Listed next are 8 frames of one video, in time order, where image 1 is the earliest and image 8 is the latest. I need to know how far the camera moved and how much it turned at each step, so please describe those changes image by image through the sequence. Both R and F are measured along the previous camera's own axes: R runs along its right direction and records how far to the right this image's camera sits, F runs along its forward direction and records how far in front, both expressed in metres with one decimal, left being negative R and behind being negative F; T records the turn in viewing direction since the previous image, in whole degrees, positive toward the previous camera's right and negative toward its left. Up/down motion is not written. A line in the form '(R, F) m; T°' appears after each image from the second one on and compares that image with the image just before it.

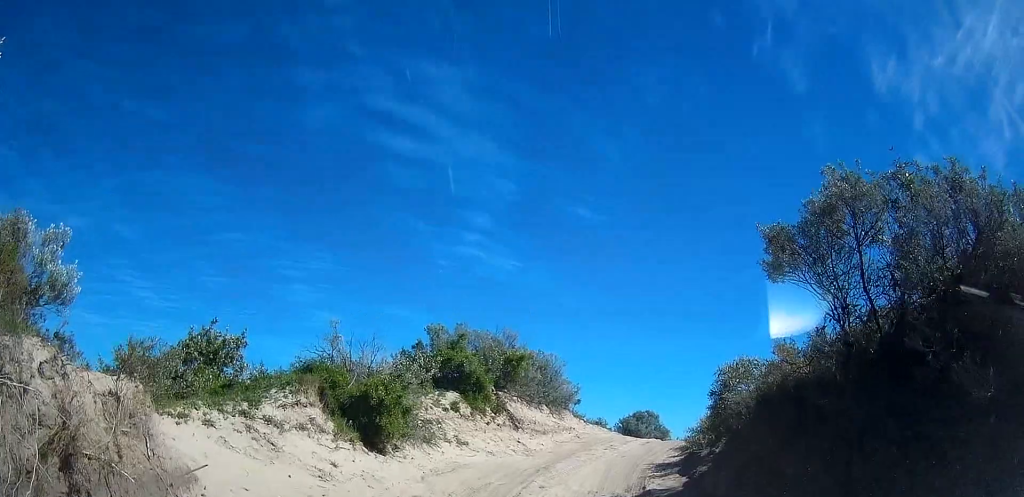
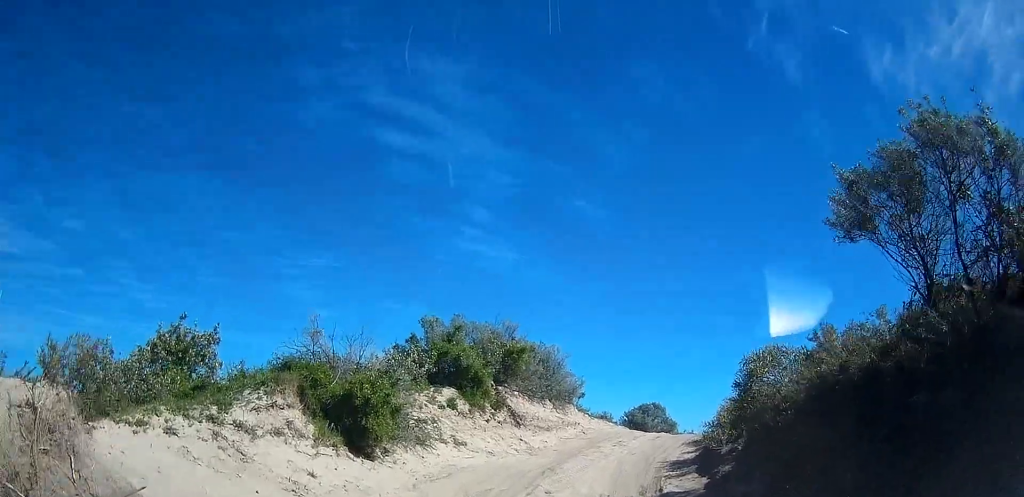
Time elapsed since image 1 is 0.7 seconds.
(0.0, +1.2) m; +9°
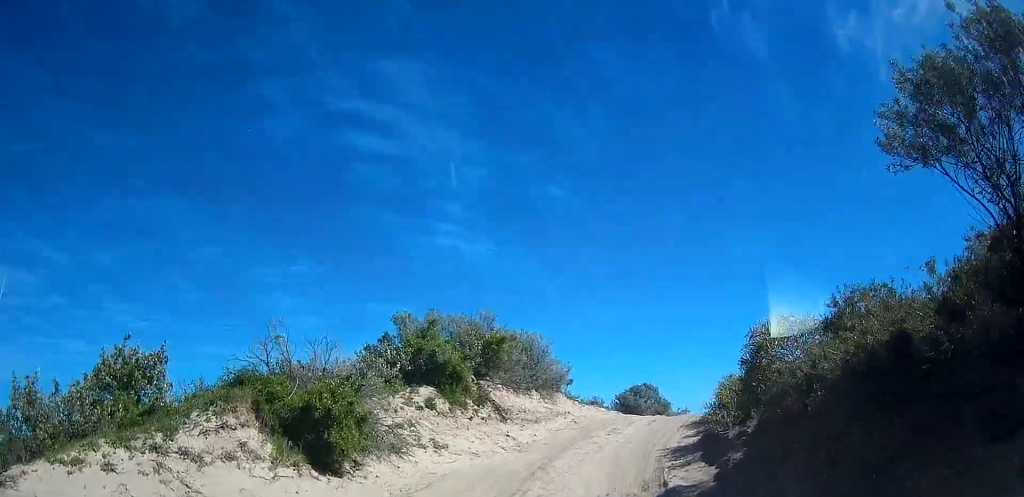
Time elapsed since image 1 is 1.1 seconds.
(0.0, +0.6) m; +2°
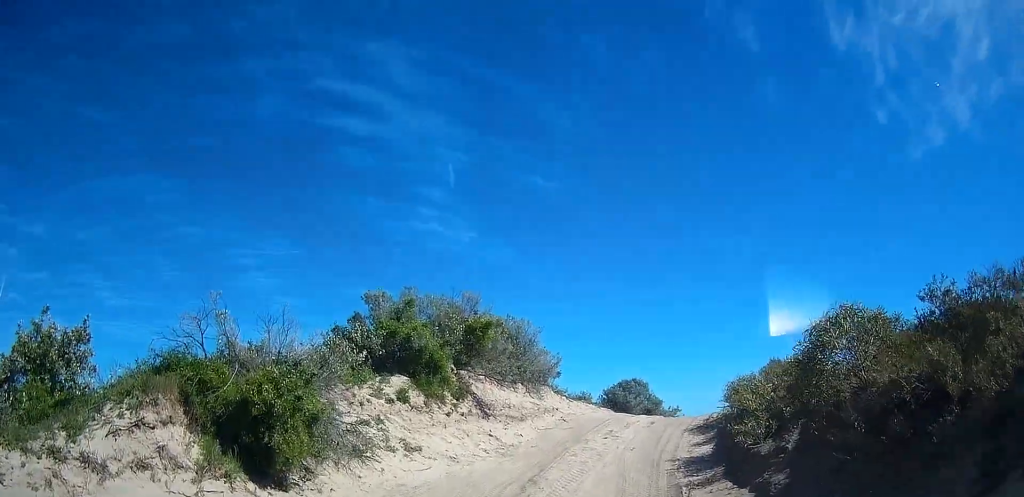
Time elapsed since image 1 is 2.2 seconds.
(+0.3, +1.4) m; -1°
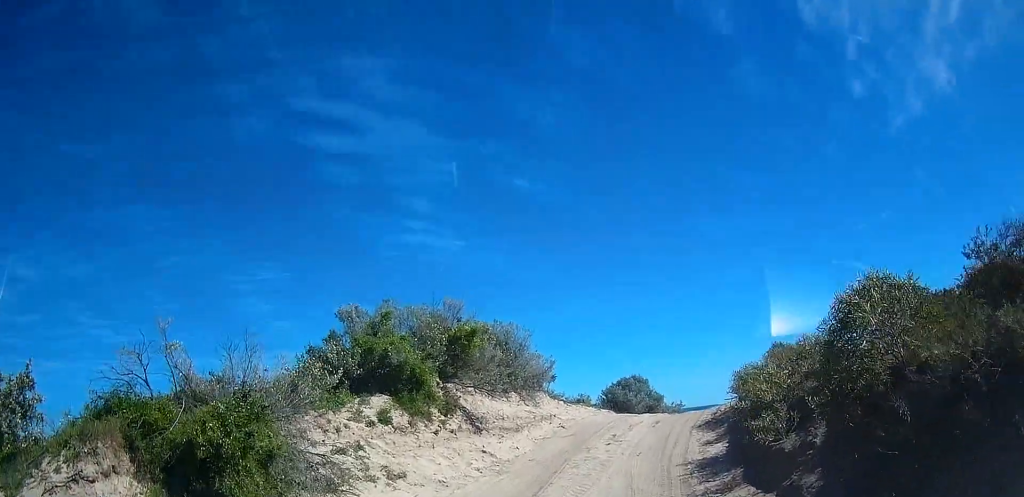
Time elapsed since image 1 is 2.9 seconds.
(+0.2, +0.9) m; -4°
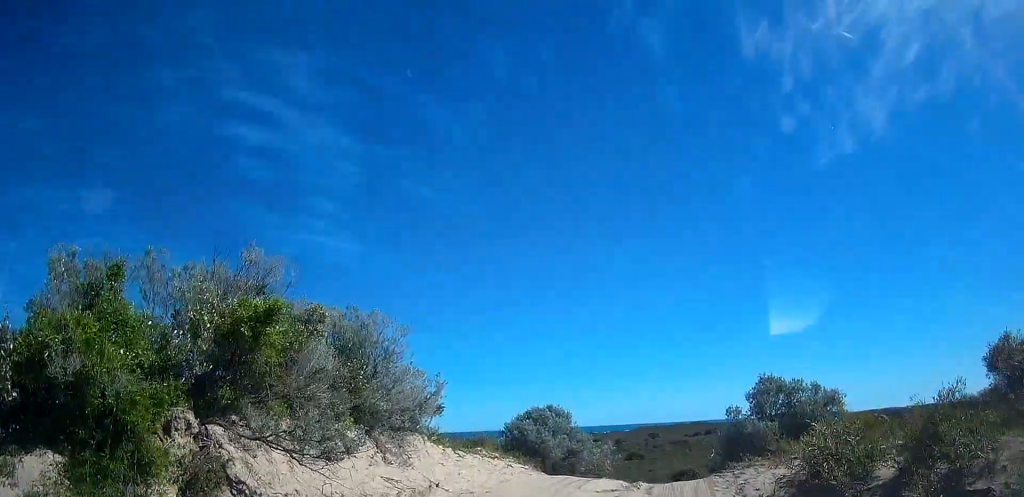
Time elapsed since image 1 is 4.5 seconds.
(+0.4, +4.9) m; +16°
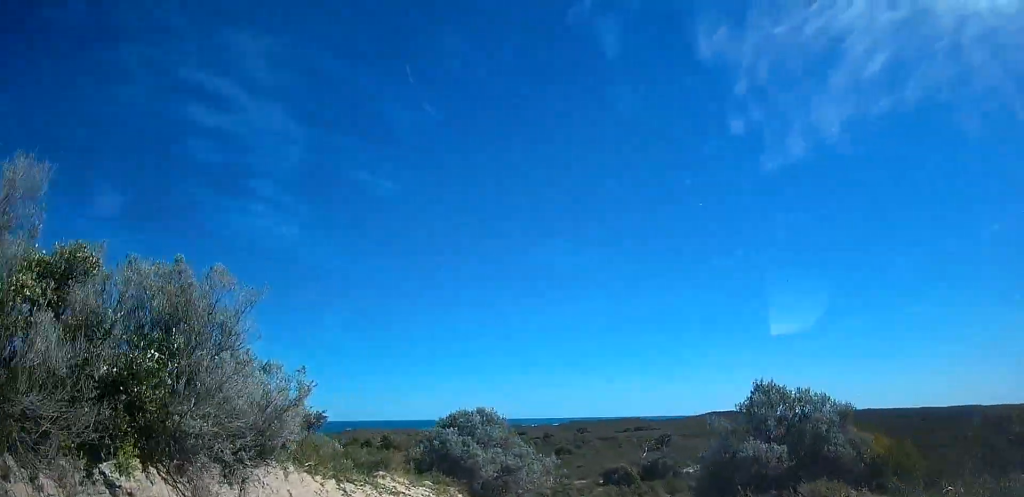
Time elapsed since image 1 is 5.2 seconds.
(+0.2, +2.6) m; +8°
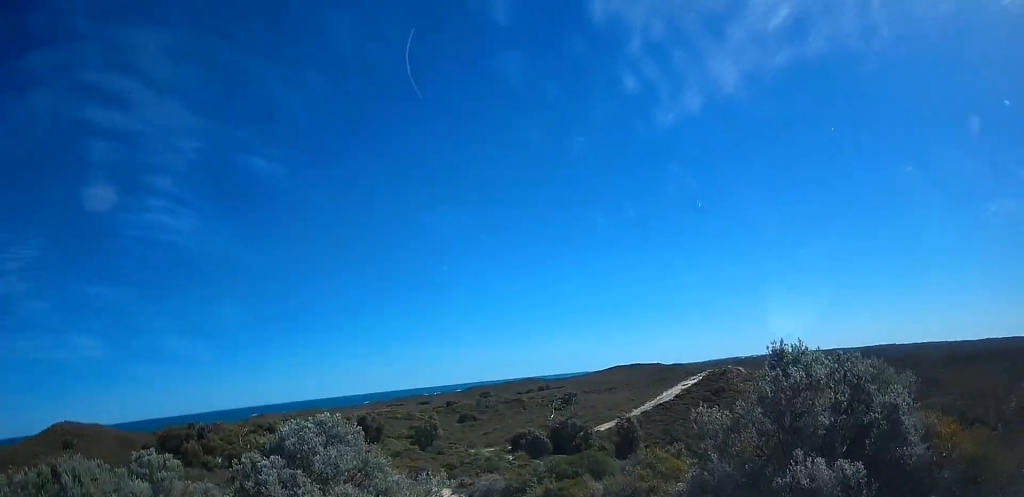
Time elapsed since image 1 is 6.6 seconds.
(+0.3, +4.5) m; +2°
